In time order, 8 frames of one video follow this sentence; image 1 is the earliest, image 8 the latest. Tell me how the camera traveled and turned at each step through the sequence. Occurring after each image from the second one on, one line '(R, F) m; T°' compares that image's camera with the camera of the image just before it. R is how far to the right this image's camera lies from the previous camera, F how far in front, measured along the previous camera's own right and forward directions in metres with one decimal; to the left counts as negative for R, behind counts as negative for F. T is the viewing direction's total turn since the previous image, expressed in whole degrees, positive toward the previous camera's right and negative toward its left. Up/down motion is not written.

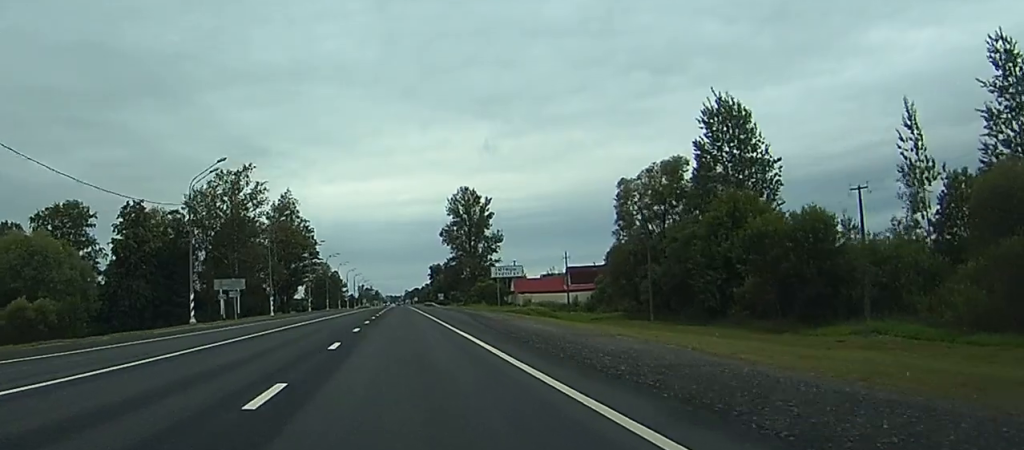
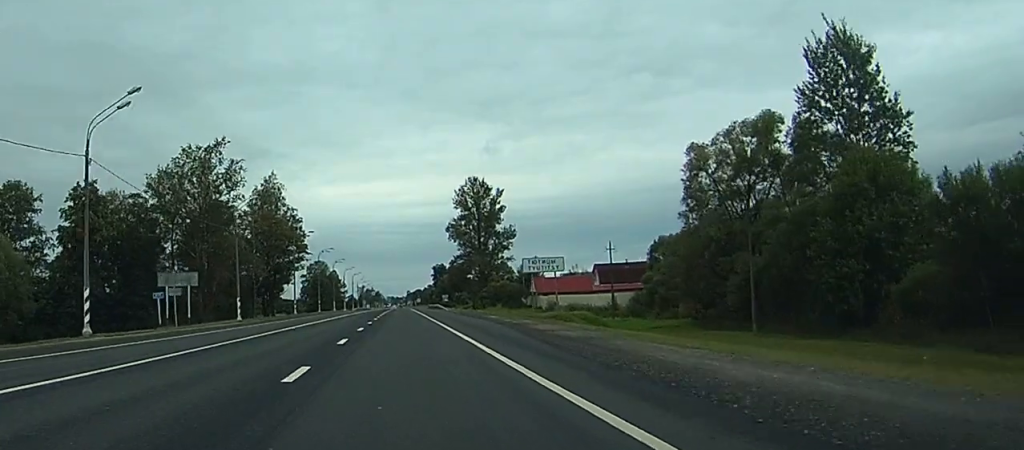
(0.0, +21.0) m; 0°
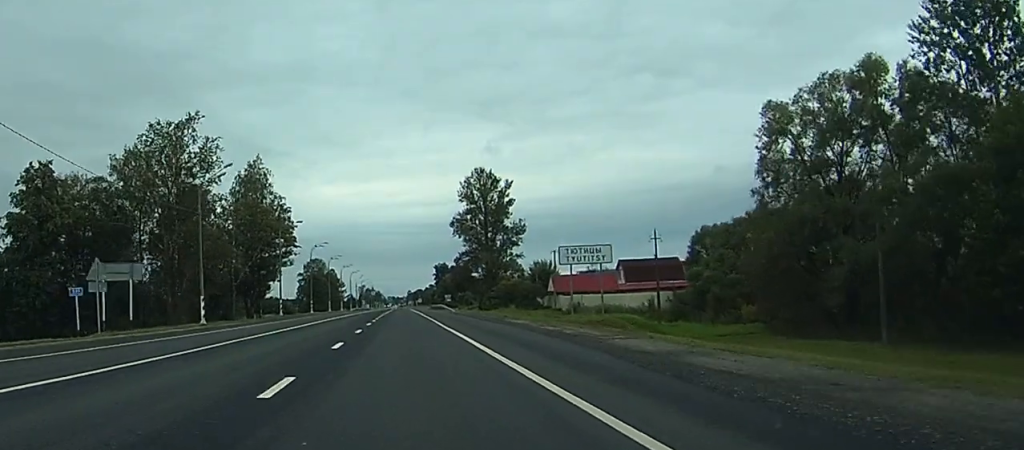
(0.0, +14.6) m; 0°
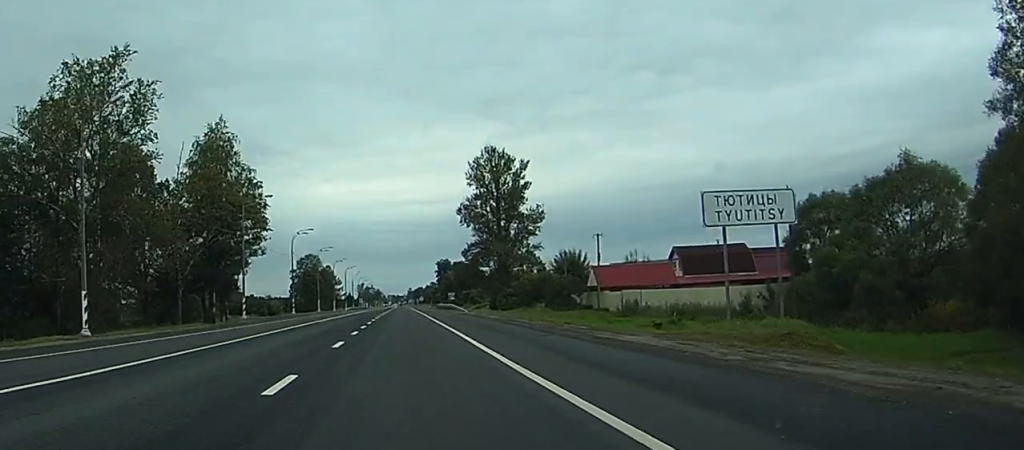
(-0.2, +24.0) m; 0°
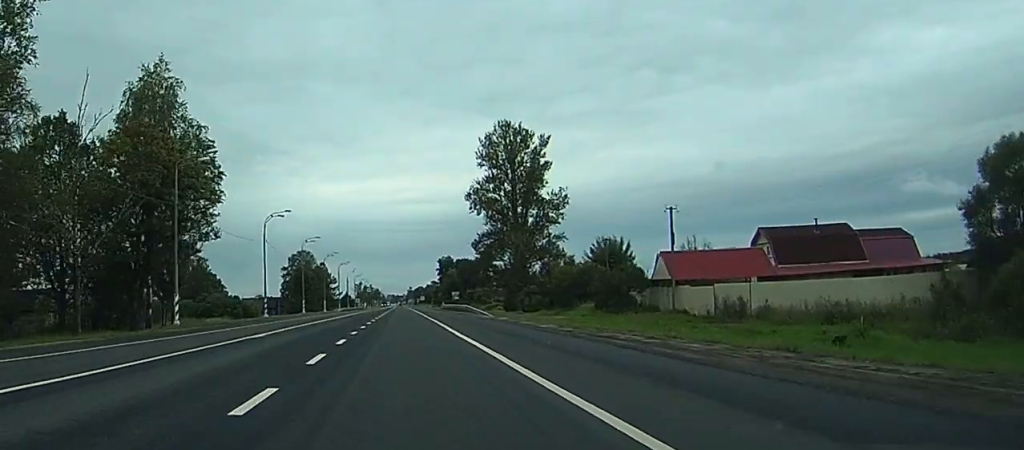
(0.0, +23.5) m; 0°
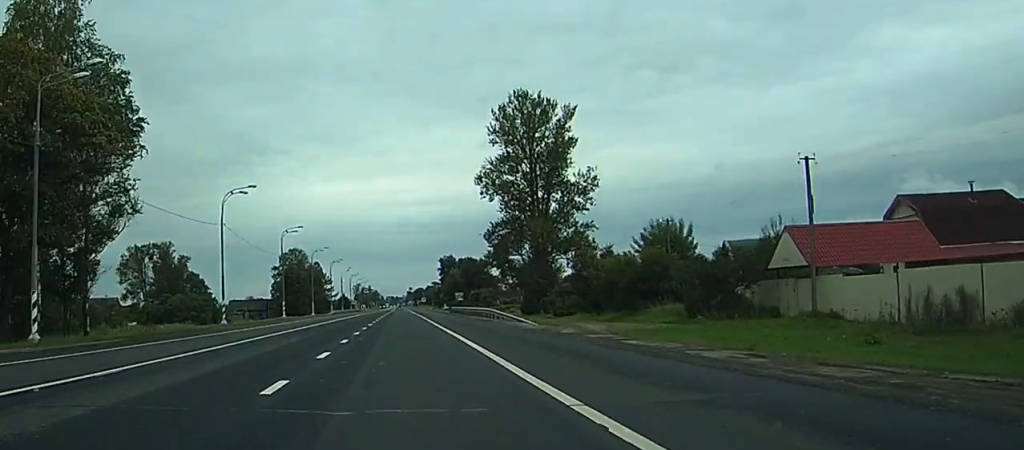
(0.0, +21.7) m; 0°
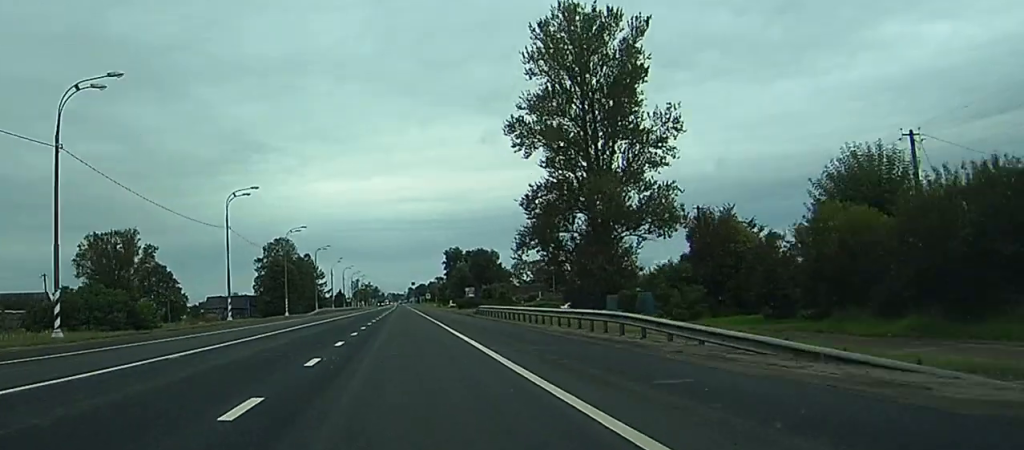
(+0.1, +34.9) m; 0°
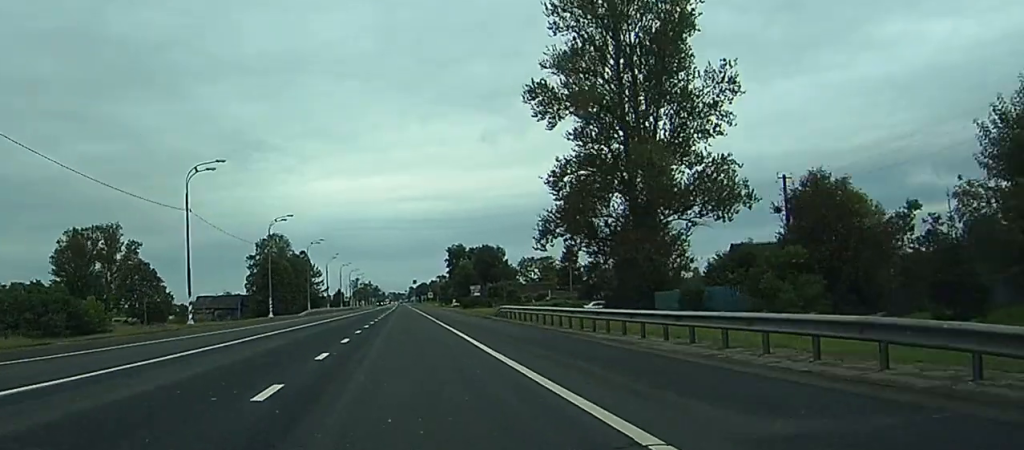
(-0.1, +14.1) m; 0°
